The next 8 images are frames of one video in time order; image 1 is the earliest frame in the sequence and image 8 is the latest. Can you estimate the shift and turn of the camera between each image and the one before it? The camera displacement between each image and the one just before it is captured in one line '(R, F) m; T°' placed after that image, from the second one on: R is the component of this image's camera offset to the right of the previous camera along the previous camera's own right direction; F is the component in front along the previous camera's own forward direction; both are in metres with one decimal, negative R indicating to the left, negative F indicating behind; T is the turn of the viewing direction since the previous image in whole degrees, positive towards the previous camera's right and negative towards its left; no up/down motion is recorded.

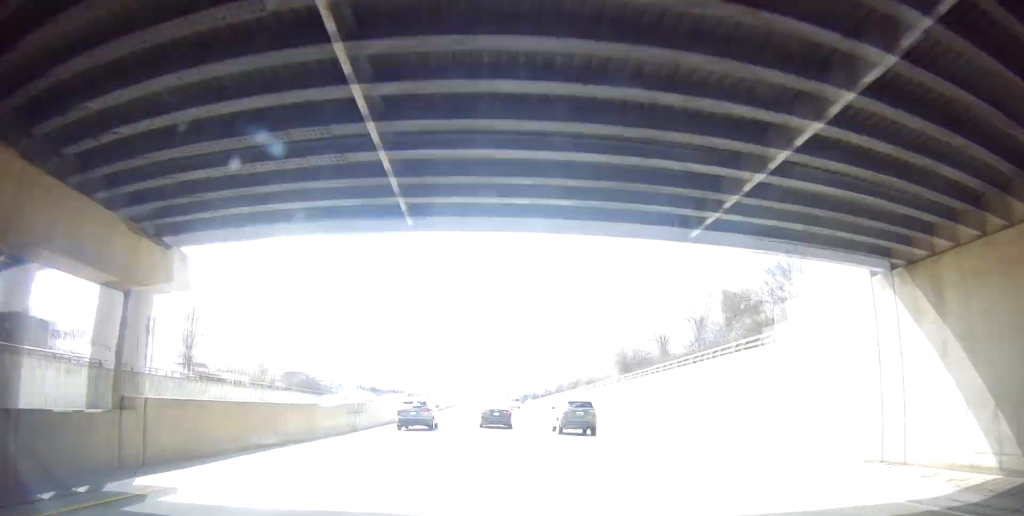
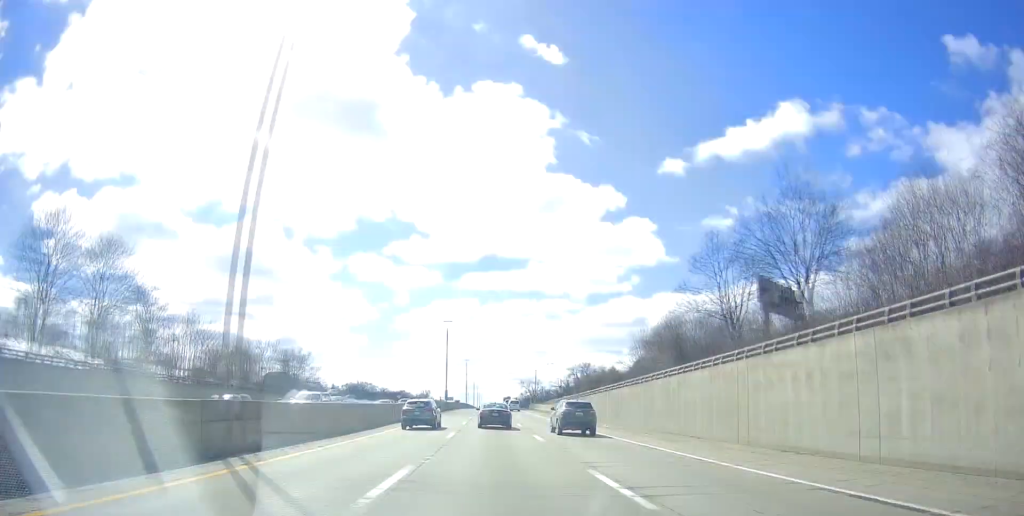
(-0.1, +14.9) m; 0°
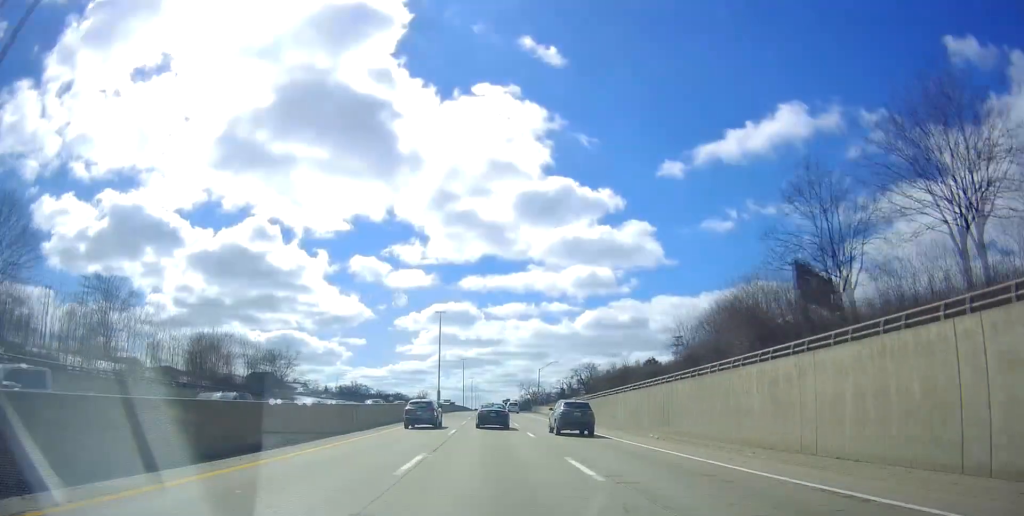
(0.0, +12.1) m; 0°
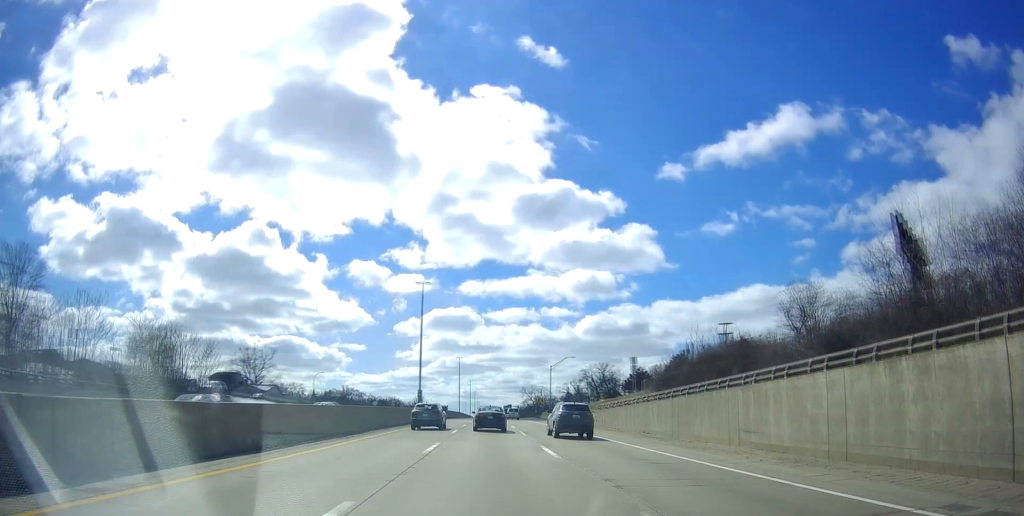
(0.0, +23.4) m; 0°
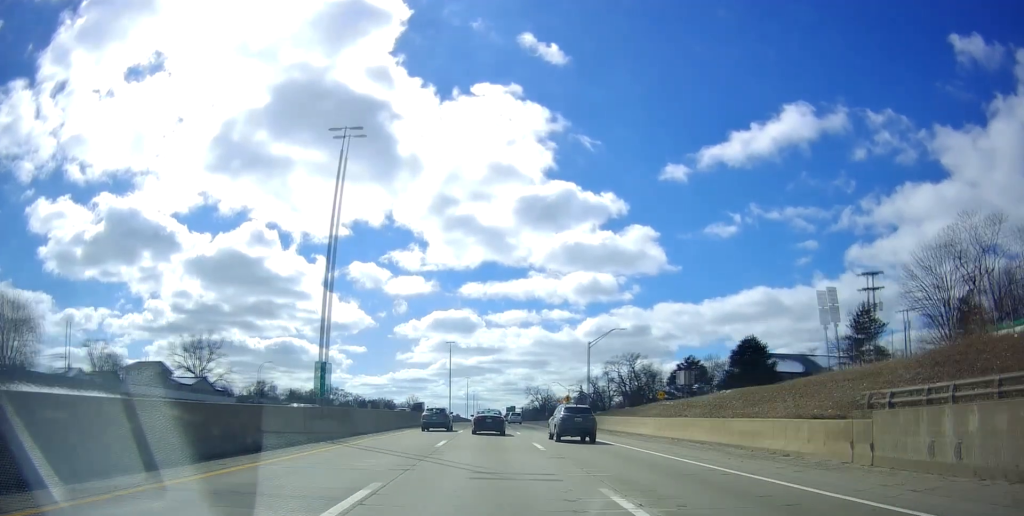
(-0.2, +37.0) m; -1°
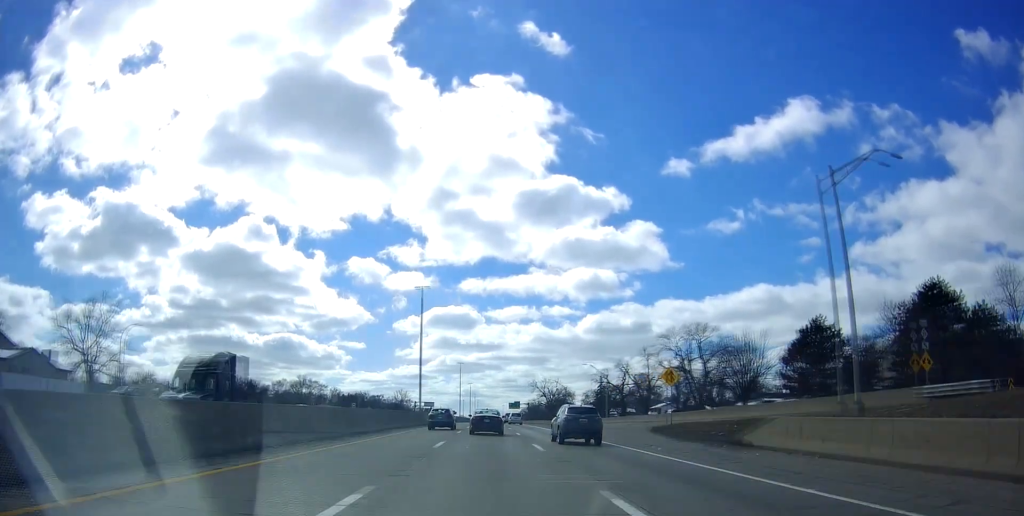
(+0.1, +46.3) m; +1°
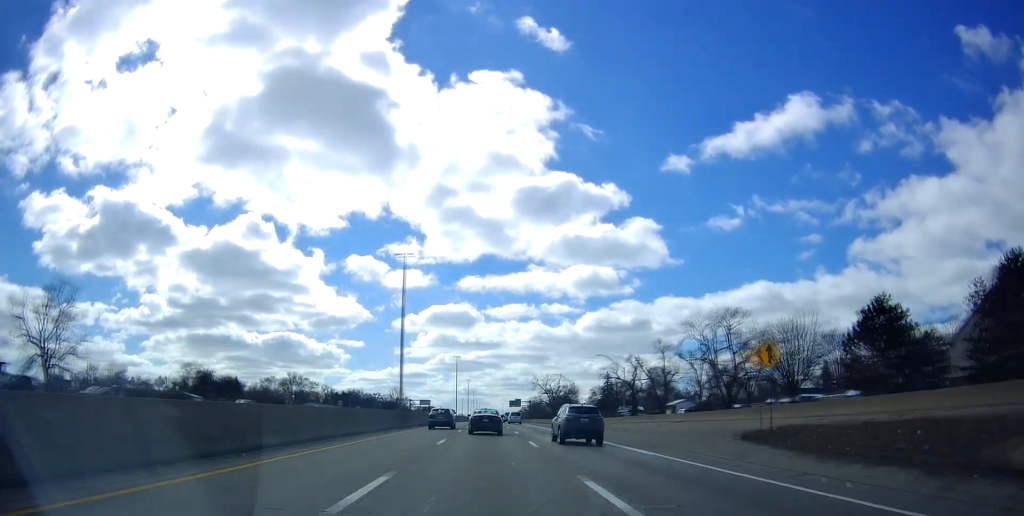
(+0.1, +12.9) m; 0°
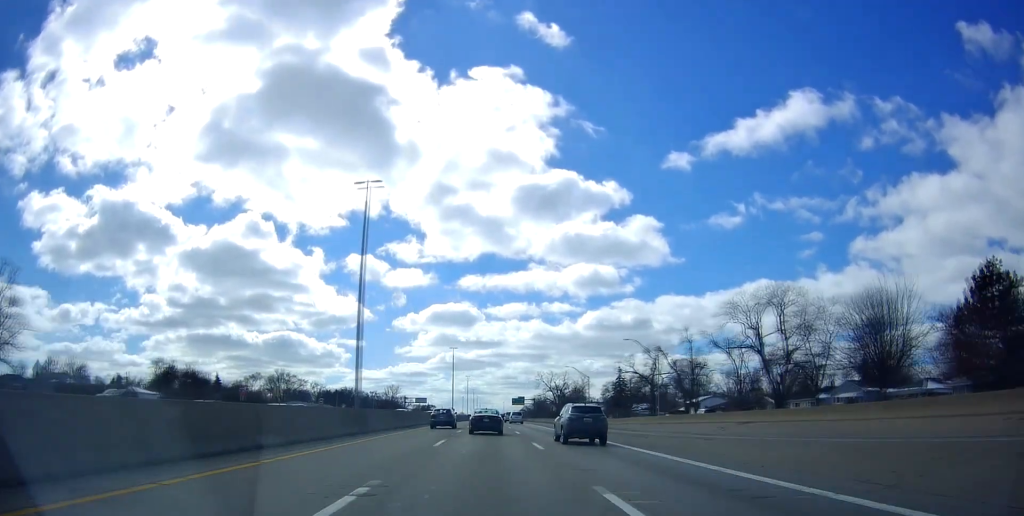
(+0.1, +16.6) m; 0°
